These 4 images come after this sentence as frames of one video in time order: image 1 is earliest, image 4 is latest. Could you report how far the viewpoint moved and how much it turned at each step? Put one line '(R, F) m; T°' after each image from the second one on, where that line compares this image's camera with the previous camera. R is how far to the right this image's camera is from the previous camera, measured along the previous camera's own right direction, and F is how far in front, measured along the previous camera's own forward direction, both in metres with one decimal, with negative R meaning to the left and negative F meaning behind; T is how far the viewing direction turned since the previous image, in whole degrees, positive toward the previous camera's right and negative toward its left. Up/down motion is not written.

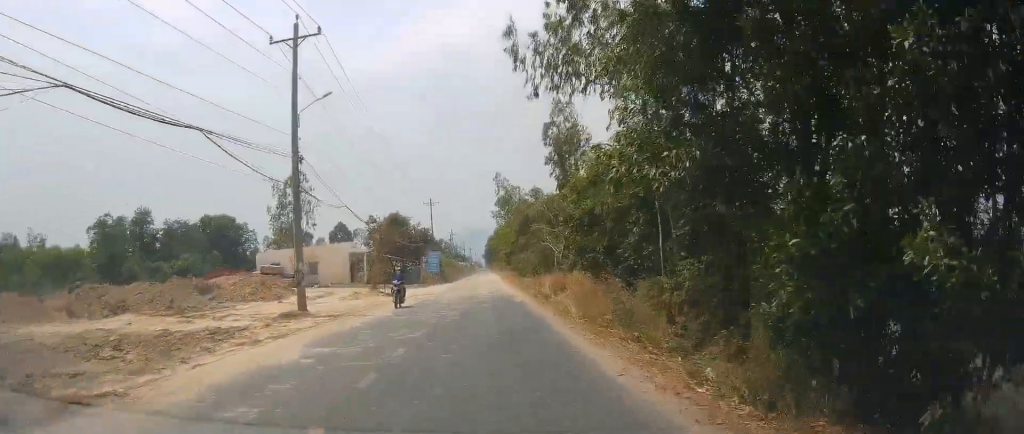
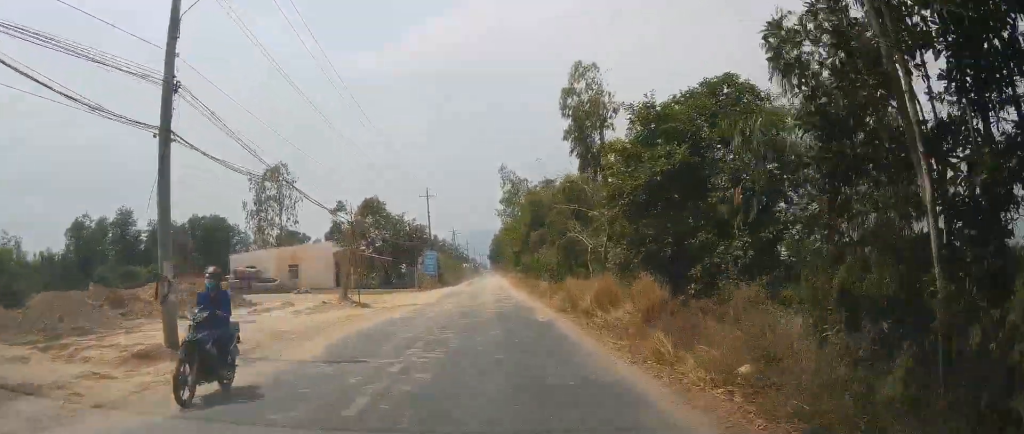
(+0.1, +10.4) m; 0°
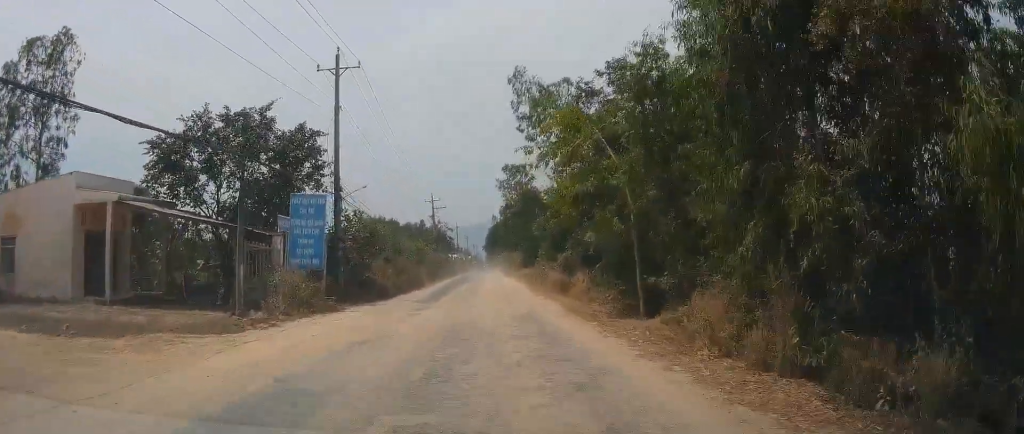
(+0.1, +45.2) m; +1°
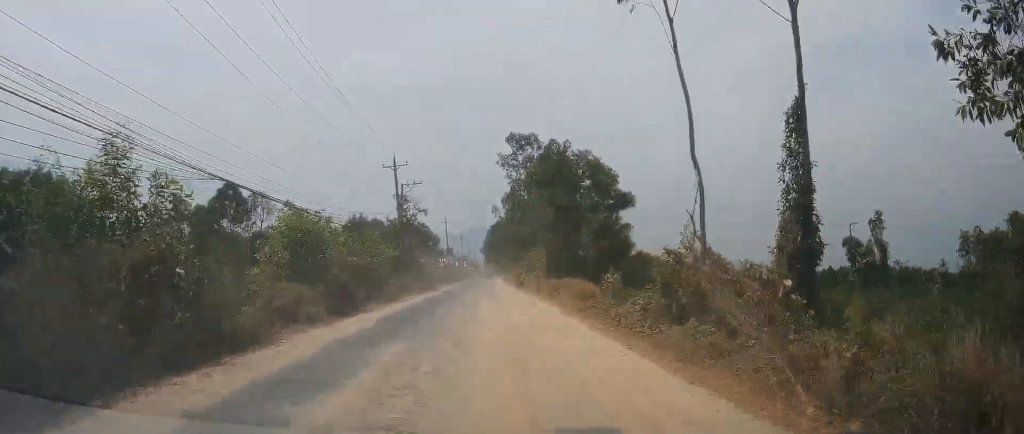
(-0.5, +34.5) m; 0°
